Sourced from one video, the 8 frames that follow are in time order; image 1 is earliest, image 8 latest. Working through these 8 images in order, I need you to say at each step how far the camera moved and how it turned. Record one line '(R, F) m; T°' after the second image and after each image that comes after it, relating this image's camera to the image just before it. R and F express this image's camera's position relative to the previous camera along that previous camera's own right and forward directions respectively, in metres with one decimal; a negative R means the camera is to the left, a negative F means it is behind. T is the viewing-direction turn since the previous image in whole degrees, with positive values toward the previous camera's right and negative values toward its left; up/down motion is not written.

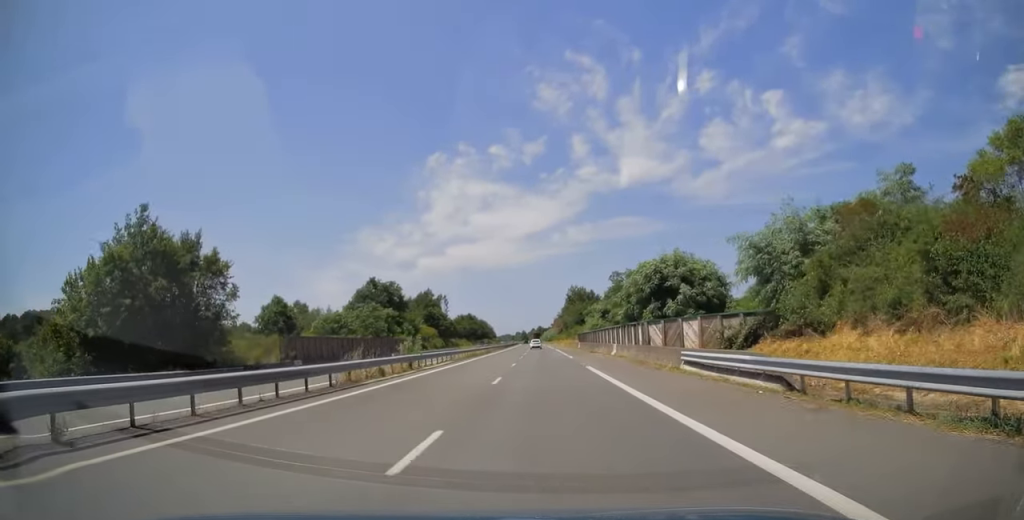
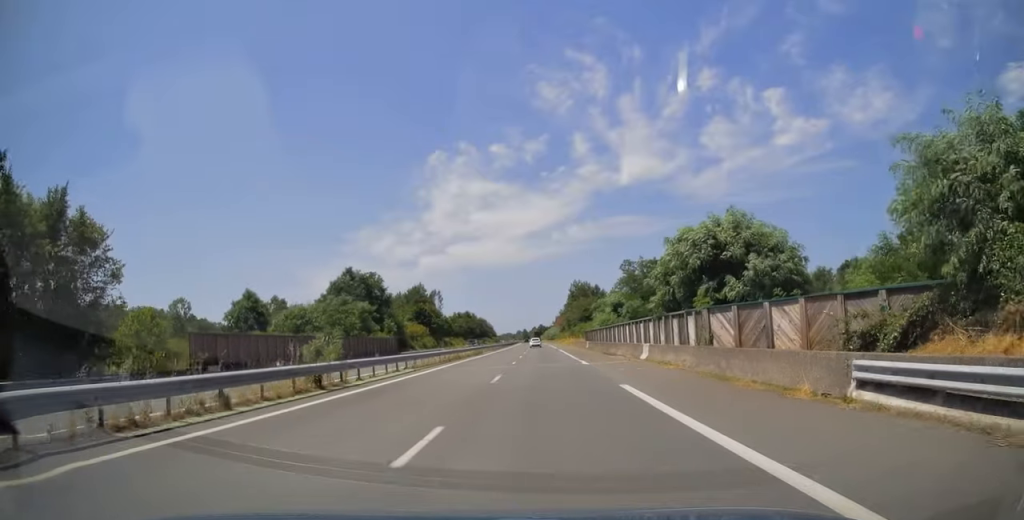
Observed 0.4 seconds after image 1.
(0.0, +12.7) m; 0°
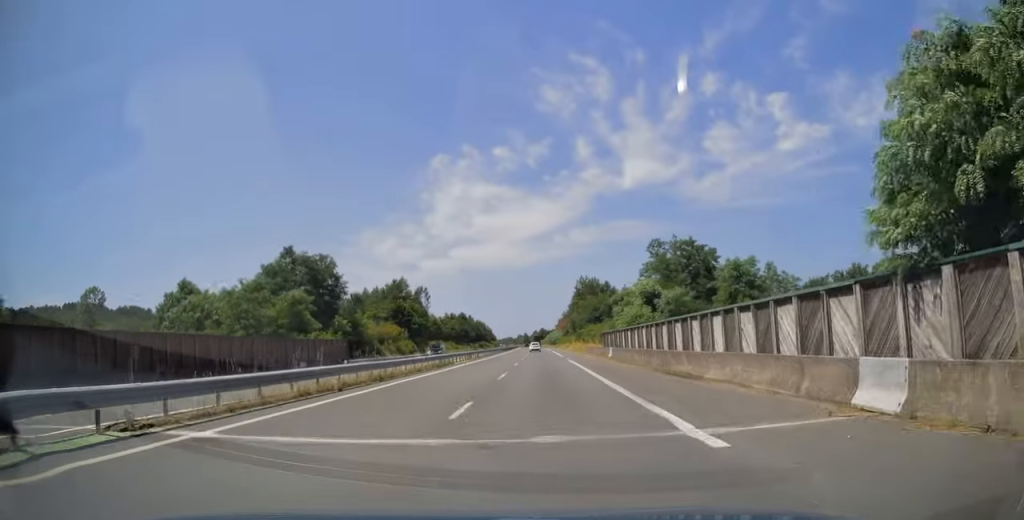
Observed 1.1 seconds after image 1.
(0.0, +21.9) m; 0°
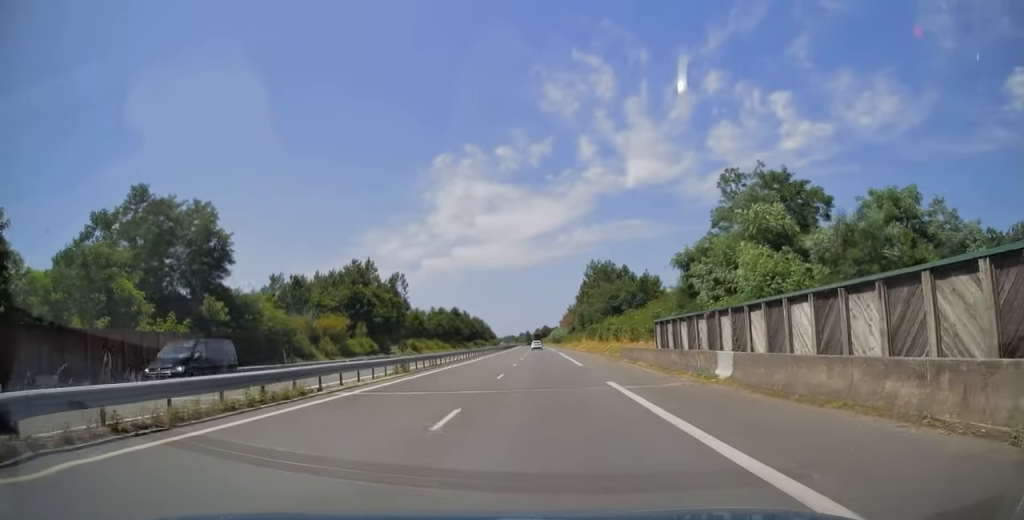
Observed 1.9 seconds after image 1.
(0.0, +27.7) m; 0°
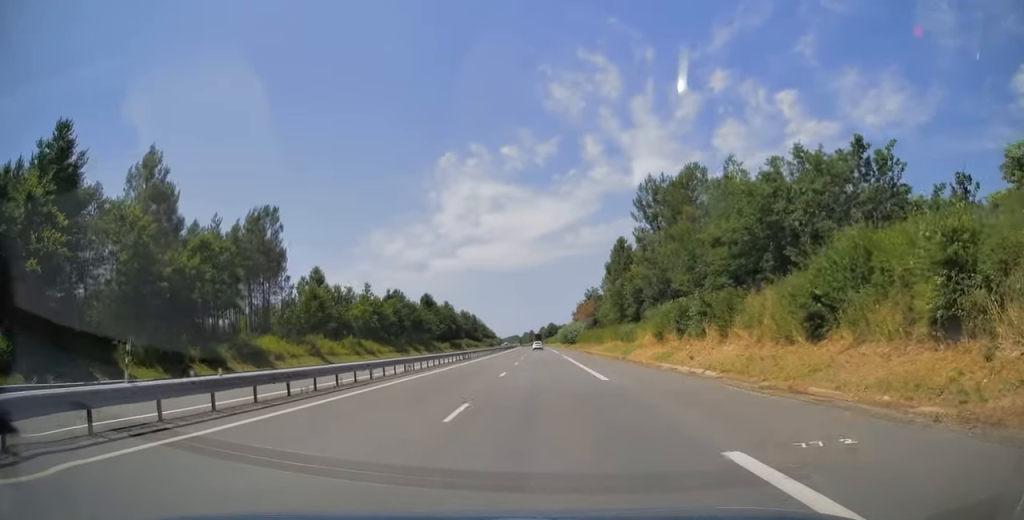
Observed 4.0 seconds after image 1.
(-1.0, +64.5) m; -1°
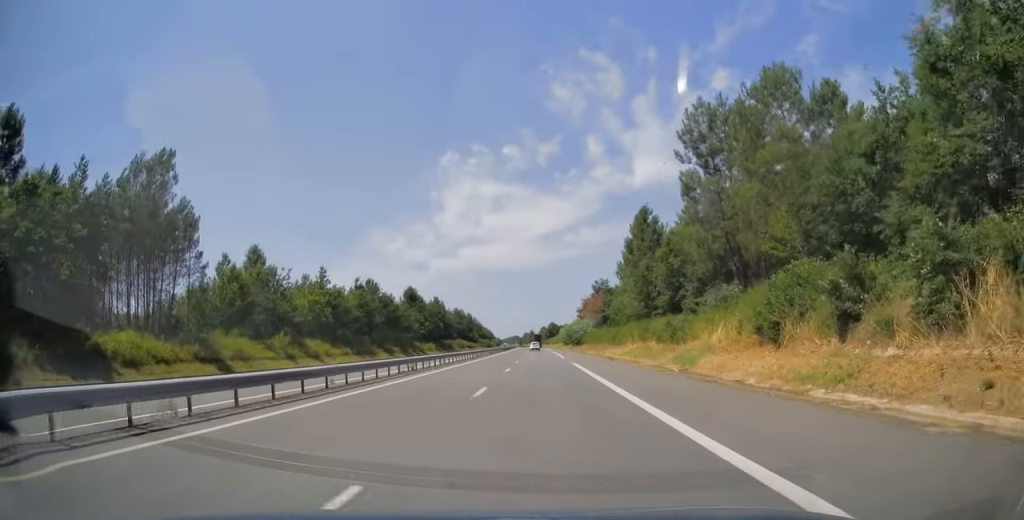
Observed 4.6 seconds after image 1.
(-0.1, +20.8) m; 0°
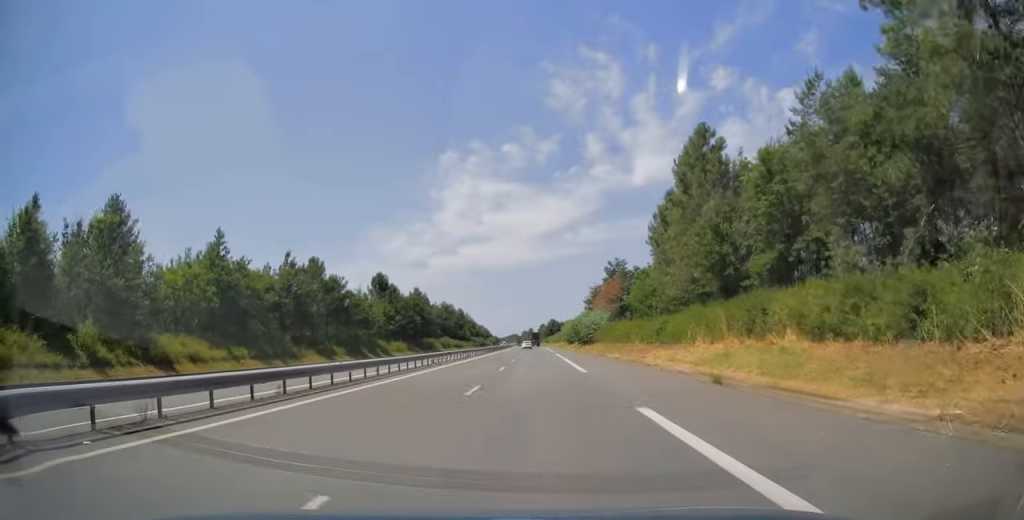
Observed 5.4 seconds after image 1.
(+0.4, +26.7) m; 0°
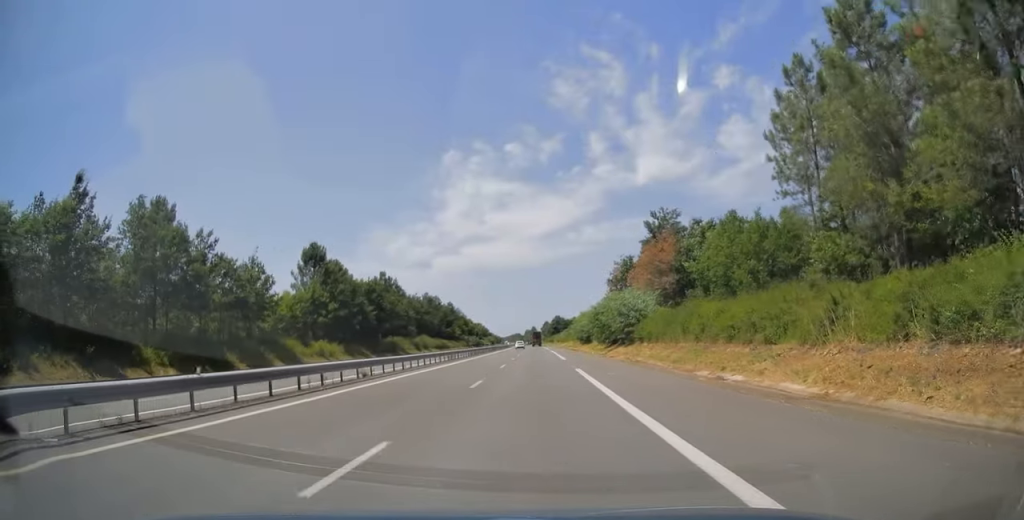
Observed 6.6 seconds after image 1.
(-0.4, +36.3) m; -1°
